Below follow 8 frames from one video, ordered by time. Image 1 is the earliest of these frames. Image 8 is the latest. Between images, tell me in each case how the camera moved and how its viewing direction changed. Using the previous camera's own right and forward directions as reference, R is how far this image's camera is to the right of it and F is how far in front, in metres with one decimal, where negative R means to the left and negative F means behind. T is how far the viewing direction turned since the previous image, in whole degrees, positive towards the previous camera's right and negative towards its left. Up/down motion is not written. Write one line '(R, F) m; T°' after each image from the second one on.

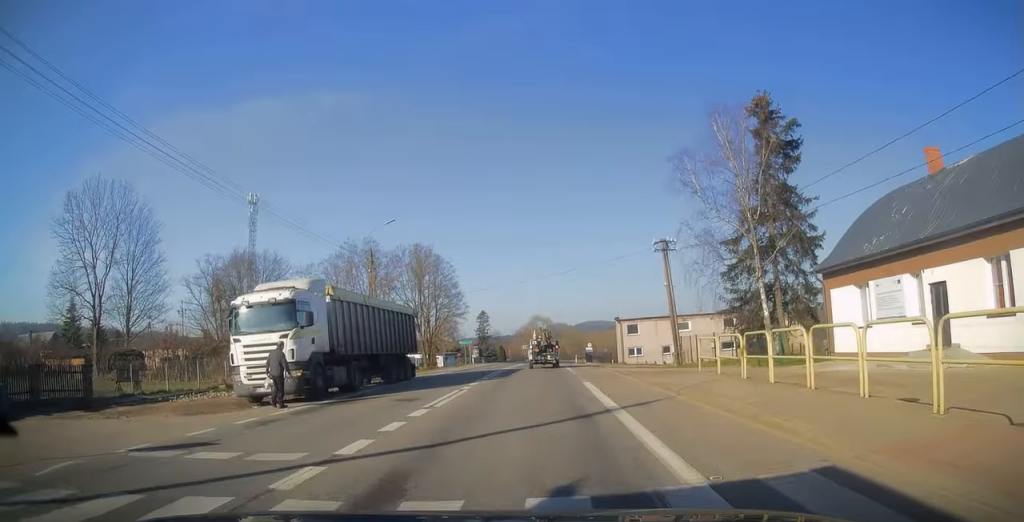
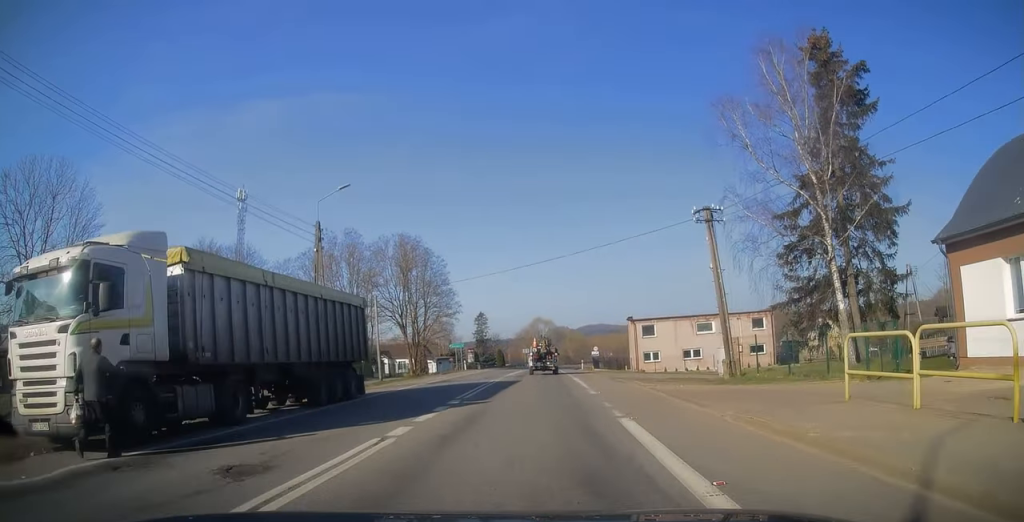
(-0.3, +9.6) m; -1°
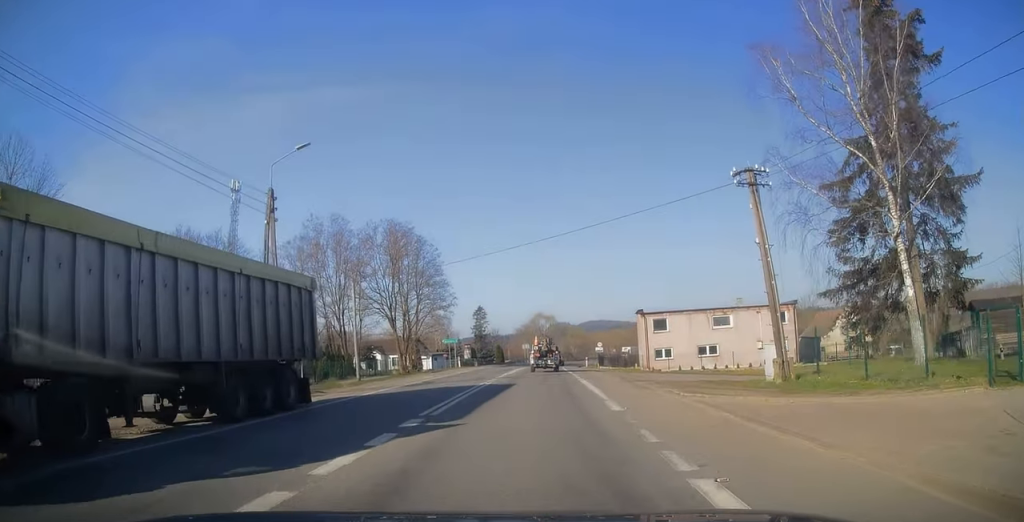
(-0.2, +5.6) m; 0°
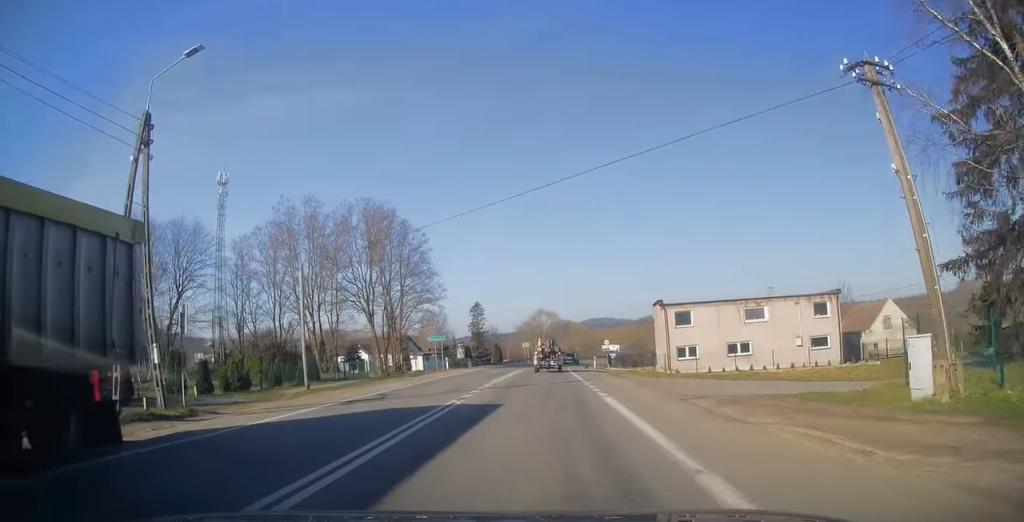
(+0.4, +8.7) m; +1°
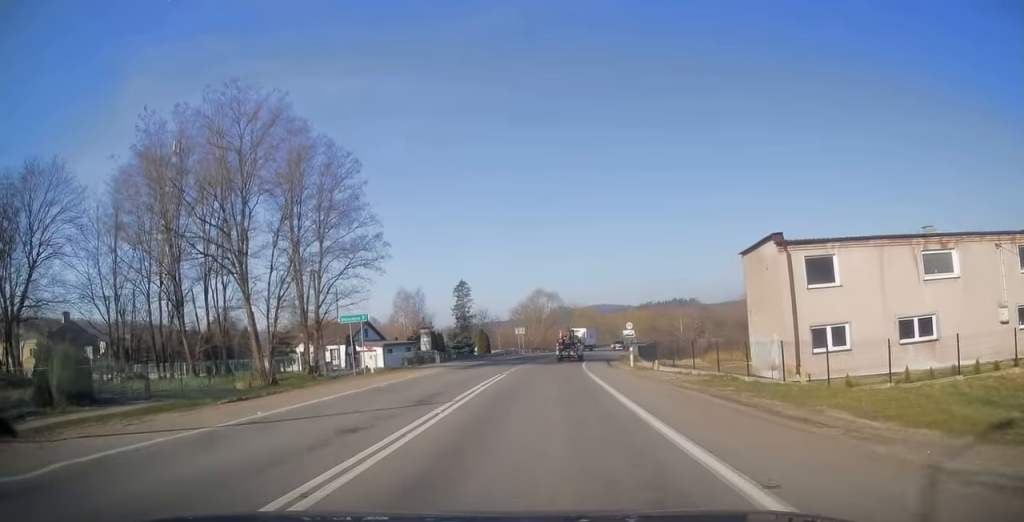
(-0.3, +23.9) m; +1°
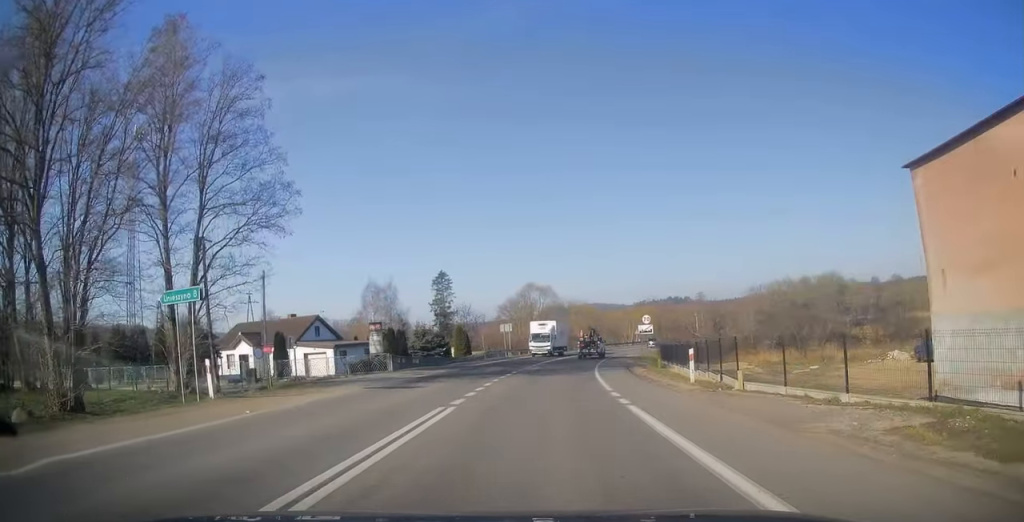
(+0.4, +14.9) m; +3°
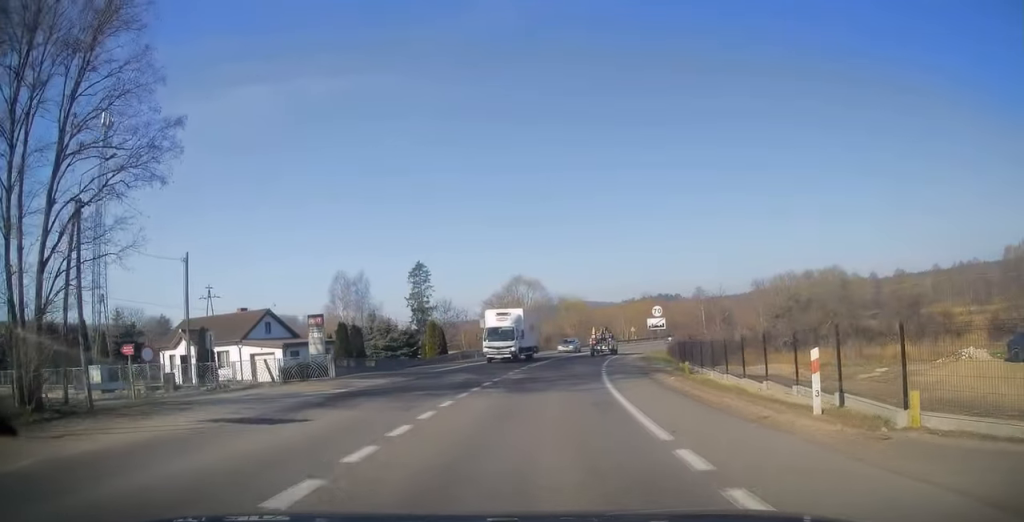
(+0.1, +9.2) m; +1°
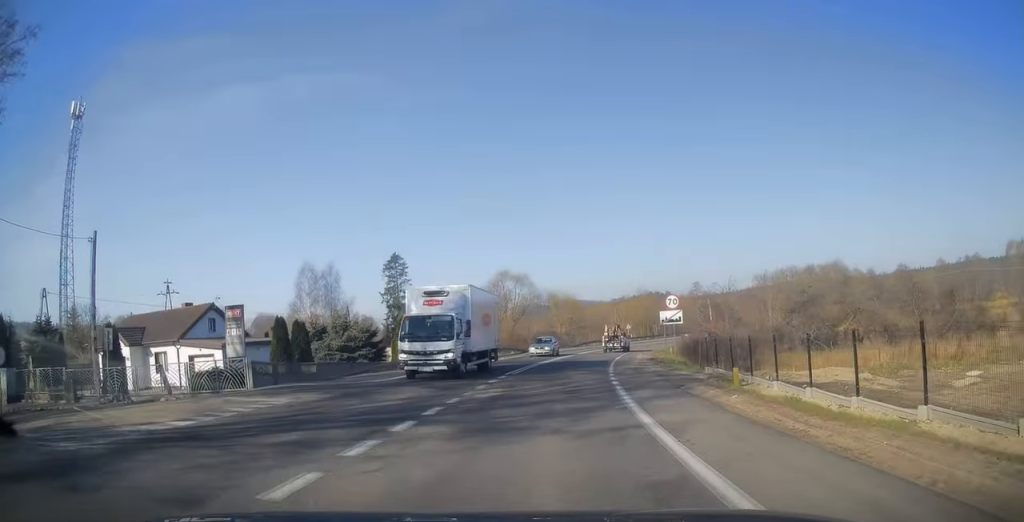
(0.0, +7.8) m; 0°
